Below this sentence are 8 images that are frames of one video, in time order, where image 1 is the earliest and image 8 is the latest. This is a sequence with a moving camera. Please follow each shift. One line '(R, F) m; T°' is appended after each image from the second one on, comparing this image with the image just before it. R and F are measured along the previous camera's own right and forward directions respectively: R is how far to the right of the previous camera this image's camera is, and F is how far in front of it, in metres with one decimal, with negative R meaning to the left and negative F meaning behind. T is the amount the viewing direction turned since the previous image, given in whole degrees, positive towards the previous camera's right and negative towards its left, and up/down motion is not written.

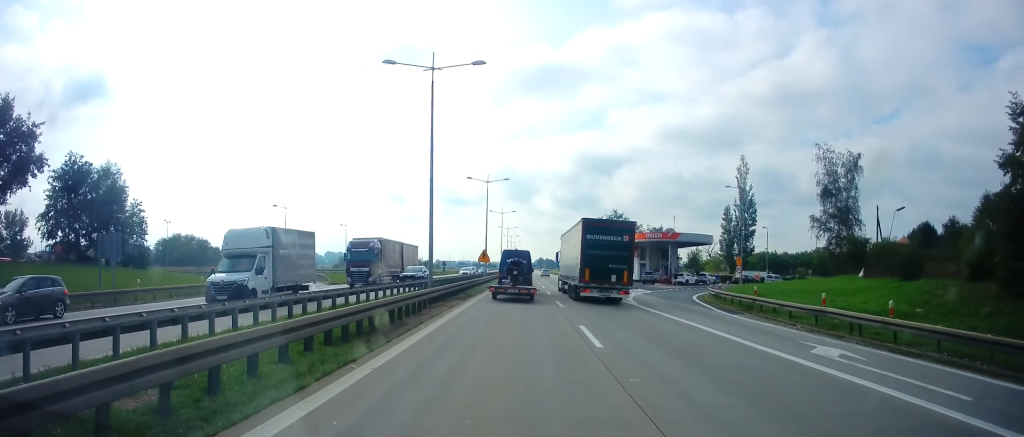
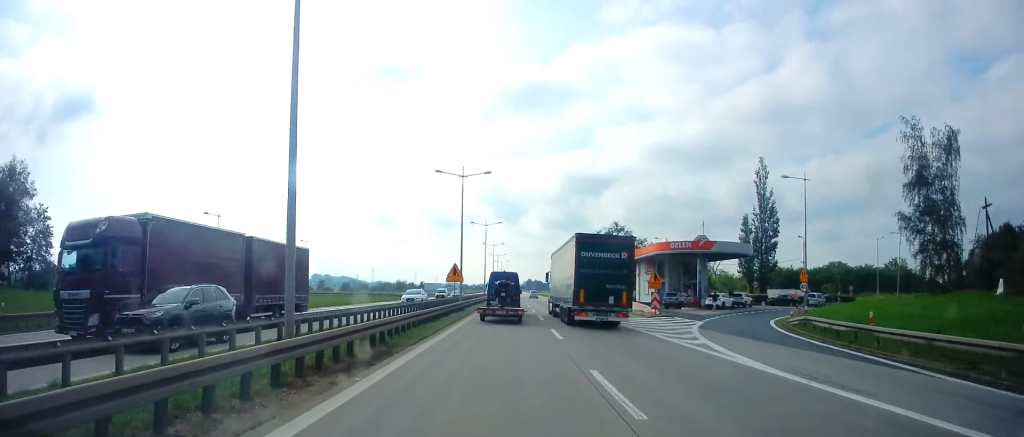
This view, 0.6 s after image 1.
(-0.3, +16.7) m; -1°
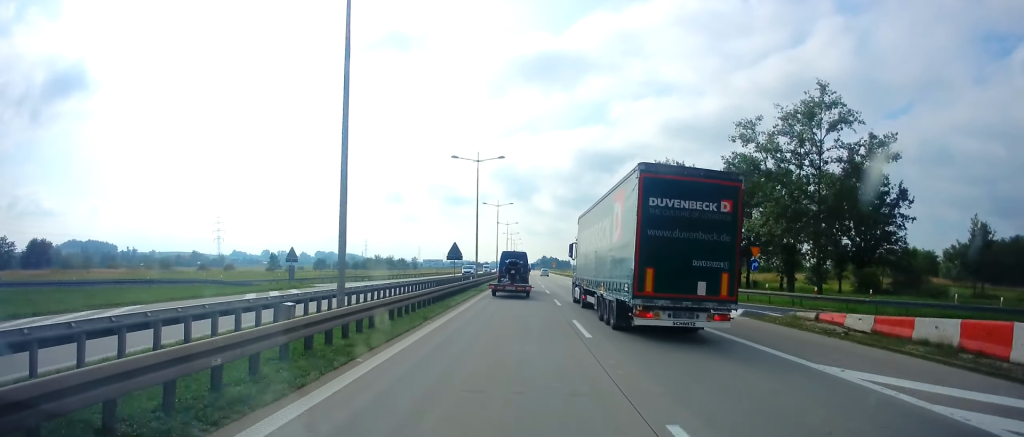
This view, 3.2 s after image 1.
(+0.6, +77.4) m; 0°
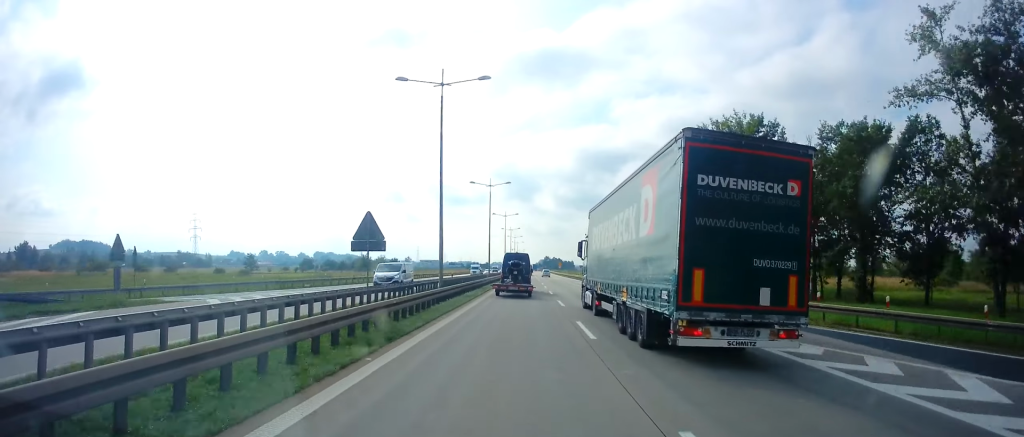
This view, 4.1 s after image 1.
(-0.3, +23.9) m; -1°
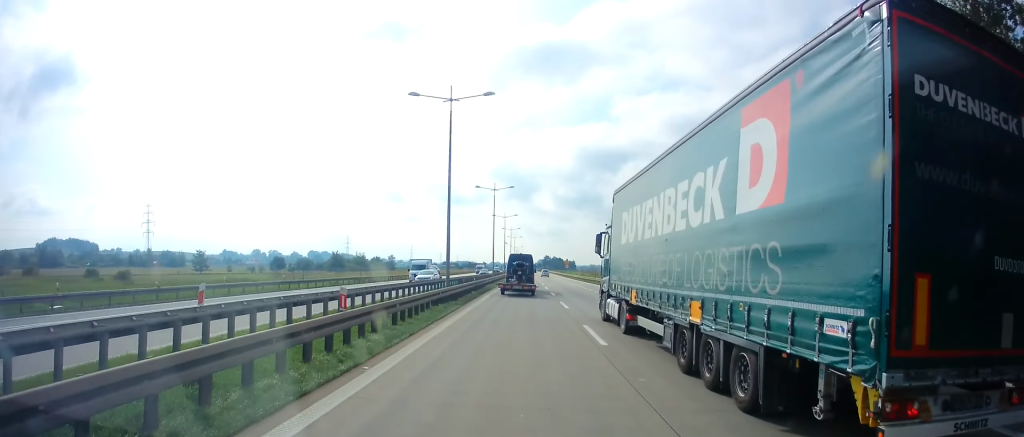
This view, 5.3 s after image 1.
(0.0, +36.5) m; 0°
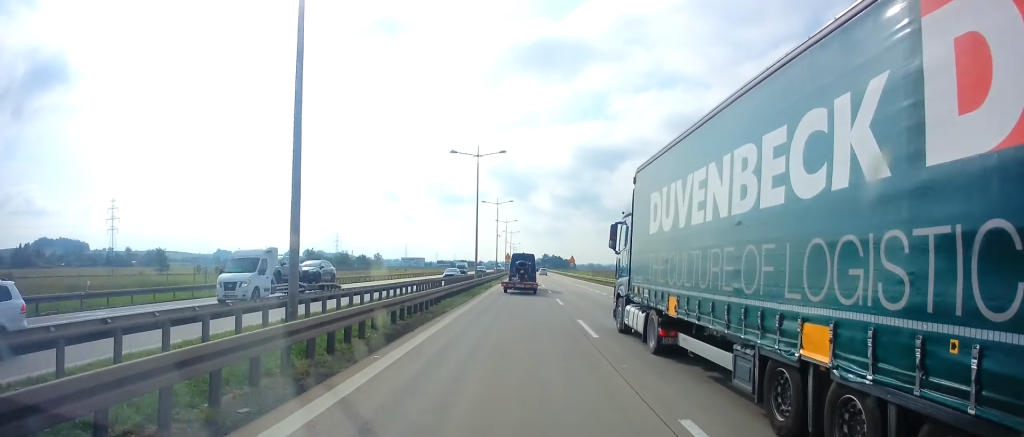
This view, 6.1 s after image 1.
(0.0, +22.4) m; +1°
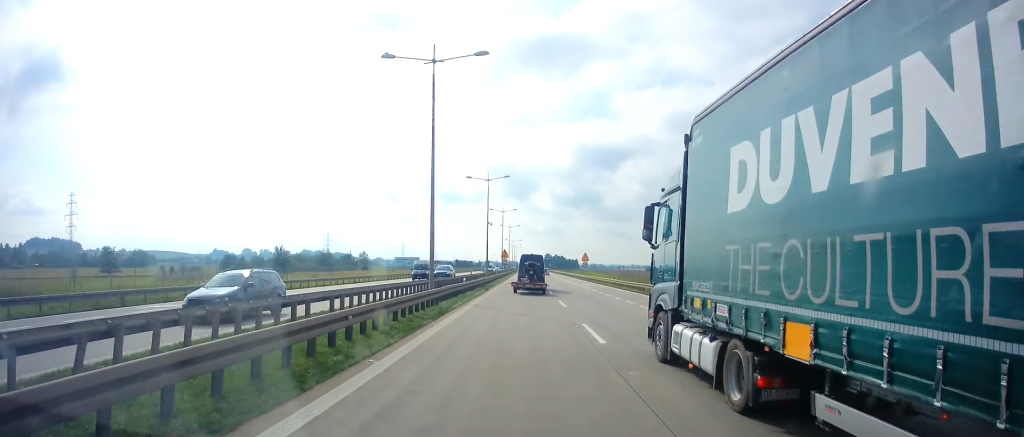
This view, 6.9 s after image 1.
(+0.4, +24.6) m; 0°
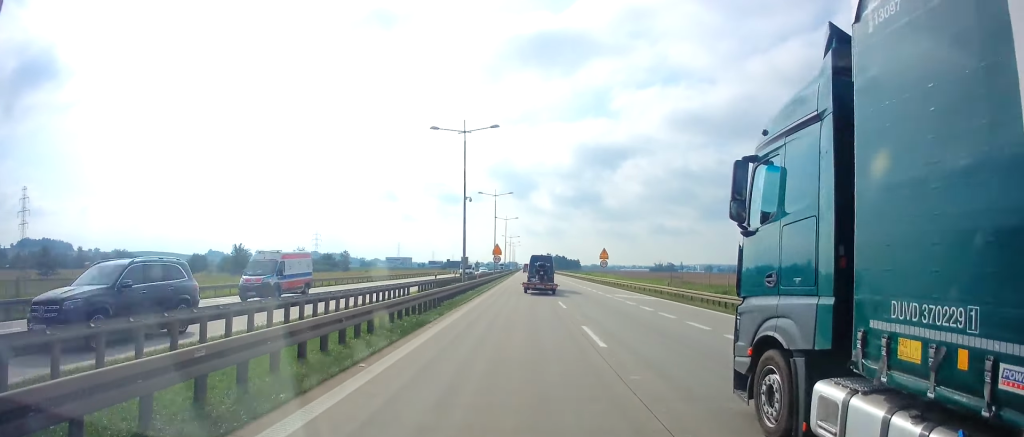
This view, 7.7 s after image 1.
(-0.4, +24.2) m; -1°
